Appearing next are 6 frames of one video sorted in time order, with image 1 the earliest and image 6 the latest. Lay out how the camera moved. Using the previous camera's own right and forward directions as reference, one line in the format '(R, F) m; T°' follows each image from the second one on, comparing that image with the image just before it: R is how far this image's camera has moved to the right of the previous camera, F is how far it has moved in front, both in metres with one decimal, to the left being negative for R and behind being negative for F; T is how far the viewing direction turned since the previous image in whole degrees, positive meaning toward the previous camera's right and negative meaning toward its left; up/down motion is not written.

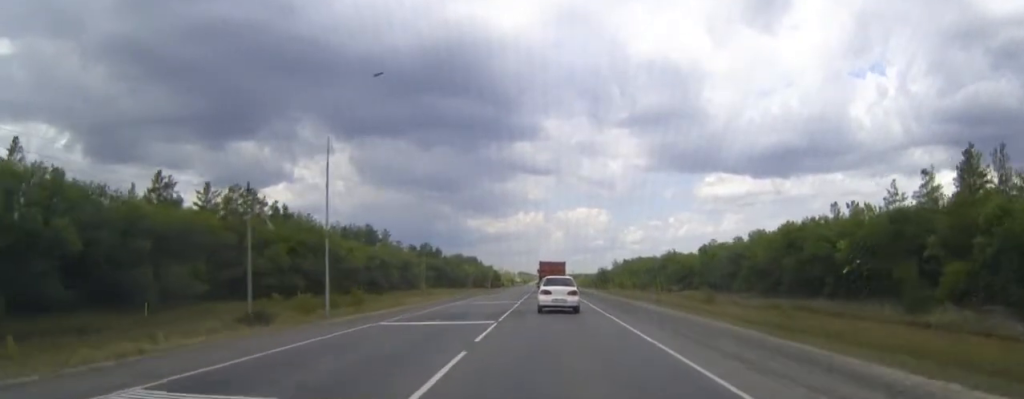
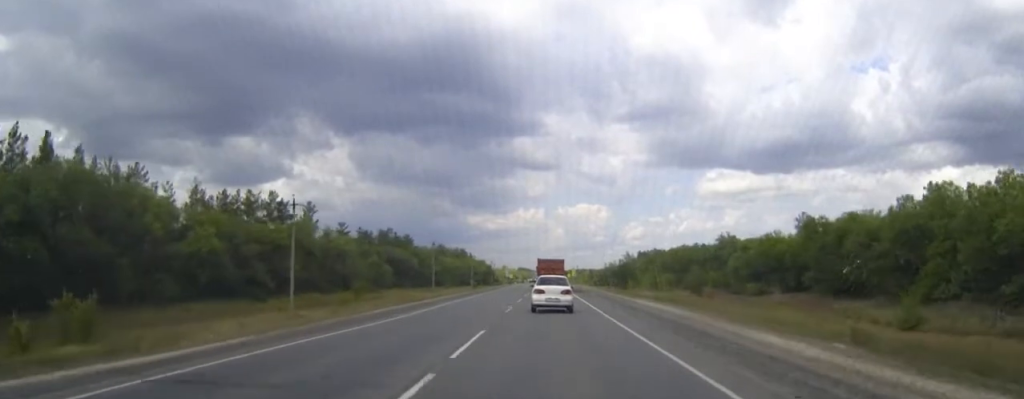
(+0.1, +65.9) m; 0°
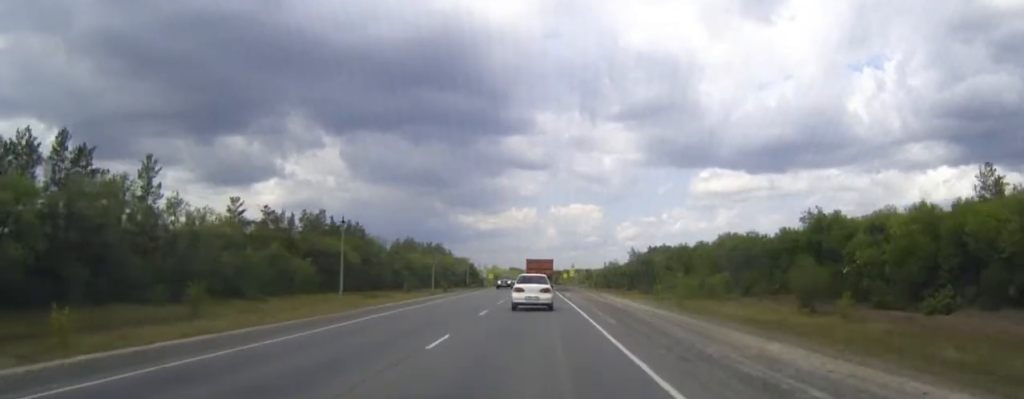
(0.0, +29.5) m; 0°
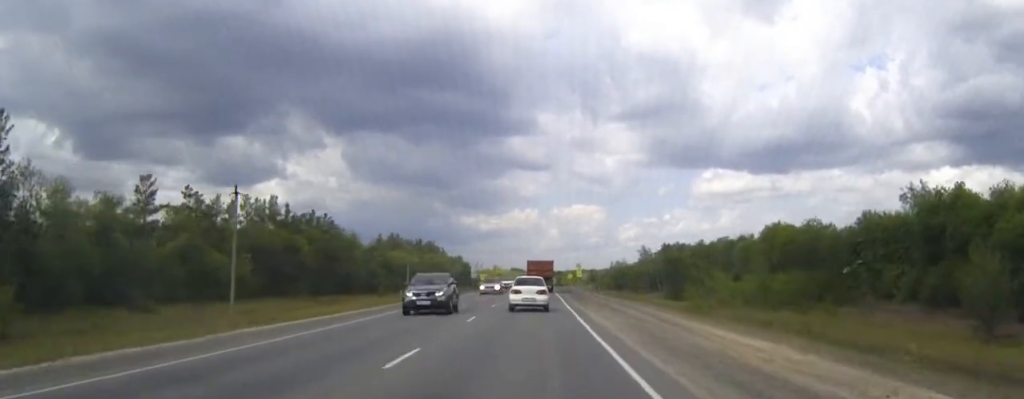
(0.0, +30.5) m; 0°
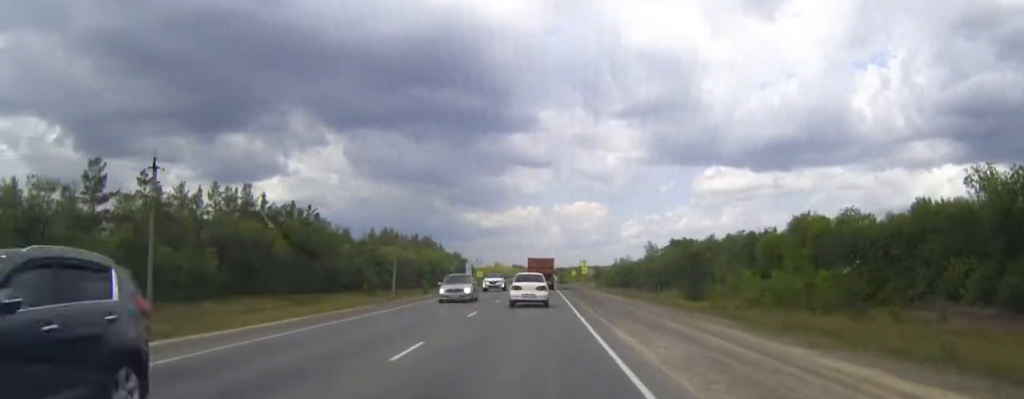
(0.0, +12.4) m; 0°
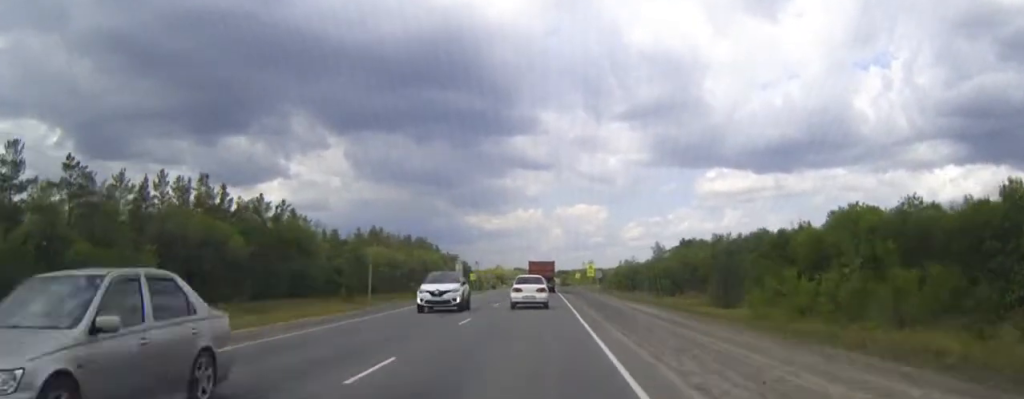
(0.0, +15.5) m; 0°
